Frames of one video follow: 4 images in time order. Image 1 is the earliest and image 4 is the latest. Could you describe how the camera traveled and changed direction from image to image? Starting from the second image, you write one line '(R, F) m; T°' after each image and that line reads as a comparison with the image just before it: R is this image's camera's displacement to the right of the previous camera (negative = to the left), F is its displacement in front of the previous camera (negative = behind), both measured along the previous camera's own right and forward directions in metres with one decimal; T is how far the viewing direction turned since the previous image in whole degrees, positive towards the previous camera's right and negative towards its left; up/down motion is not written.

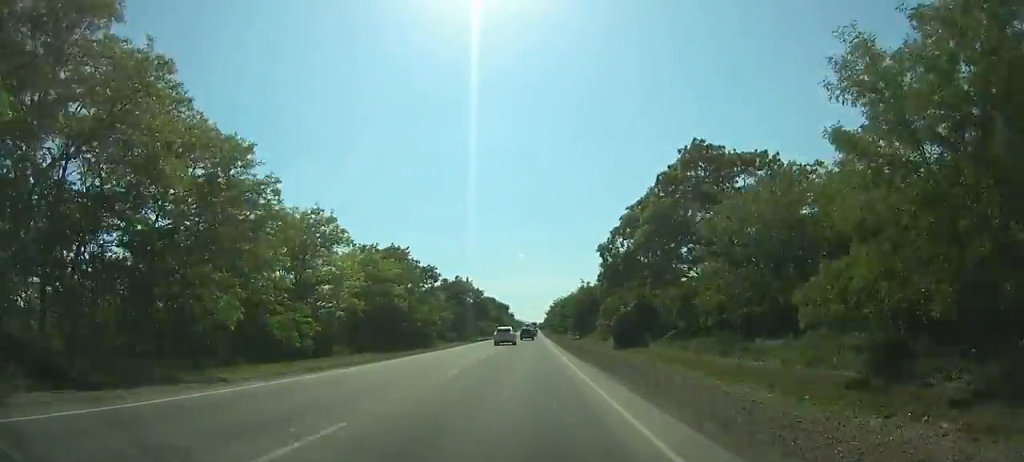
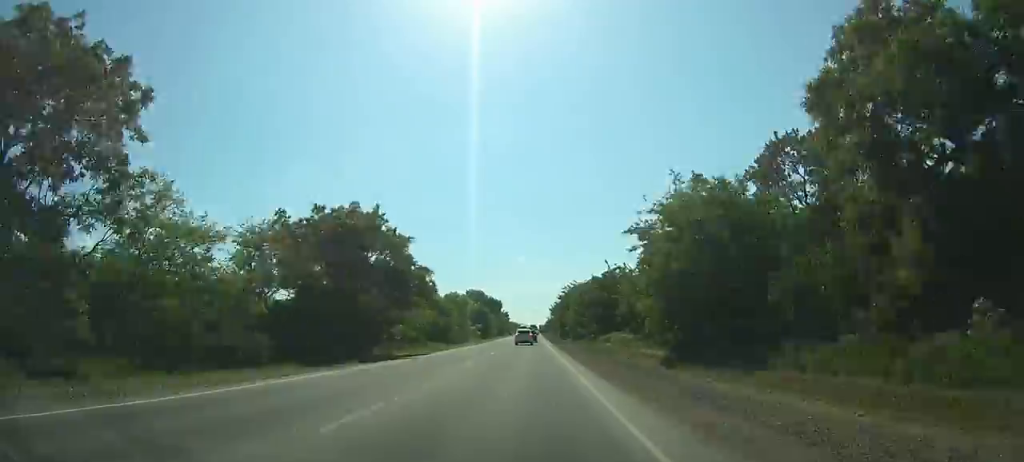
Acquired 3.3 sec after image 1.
(0.0, +56.9) m; 0°
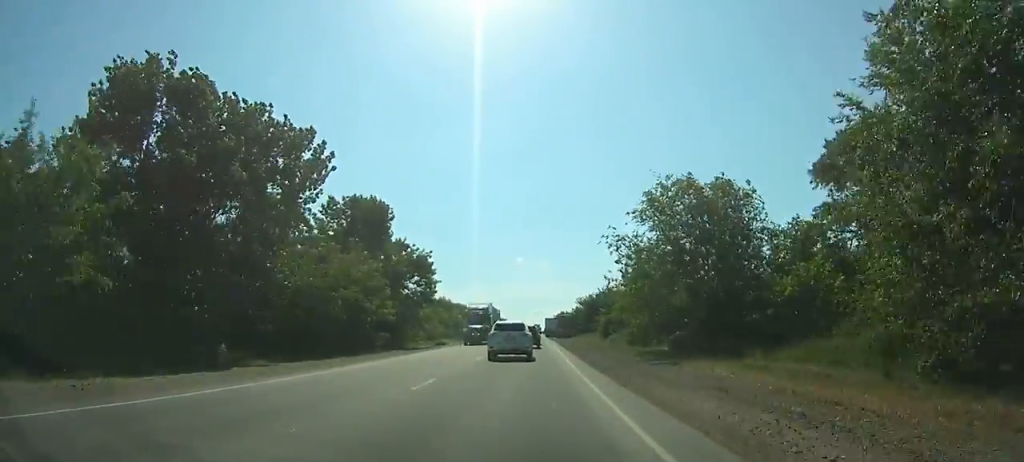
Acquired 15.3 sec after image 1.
(-2.5, +154.0) m; -2°
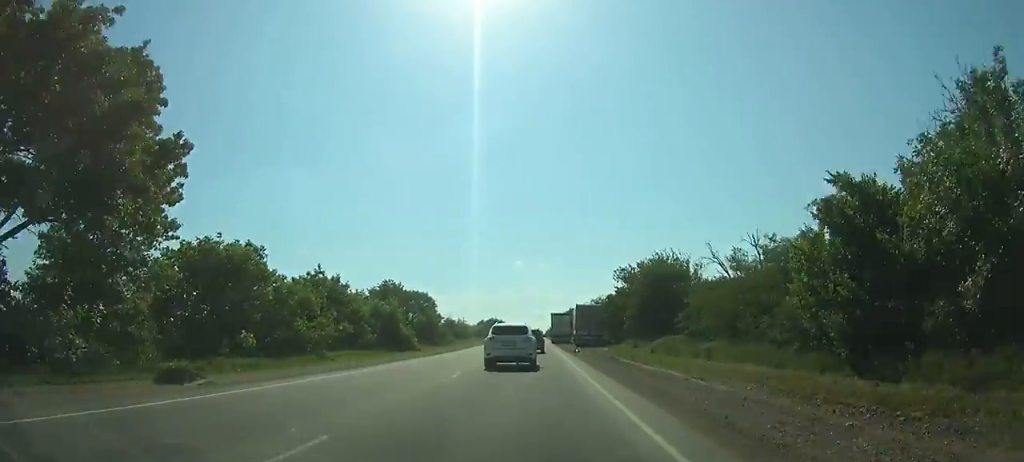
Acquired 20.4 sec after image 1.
(+0.8, +44.6) m; +1°
